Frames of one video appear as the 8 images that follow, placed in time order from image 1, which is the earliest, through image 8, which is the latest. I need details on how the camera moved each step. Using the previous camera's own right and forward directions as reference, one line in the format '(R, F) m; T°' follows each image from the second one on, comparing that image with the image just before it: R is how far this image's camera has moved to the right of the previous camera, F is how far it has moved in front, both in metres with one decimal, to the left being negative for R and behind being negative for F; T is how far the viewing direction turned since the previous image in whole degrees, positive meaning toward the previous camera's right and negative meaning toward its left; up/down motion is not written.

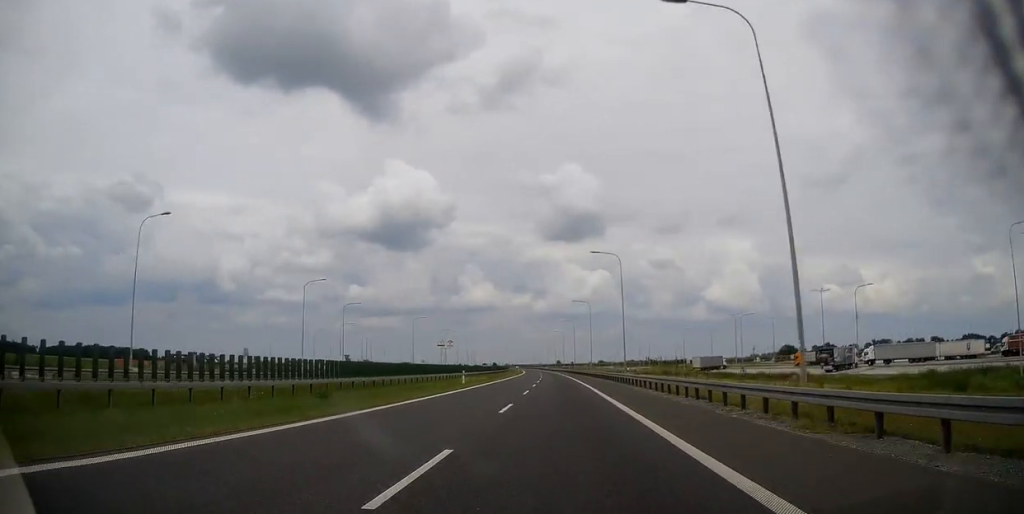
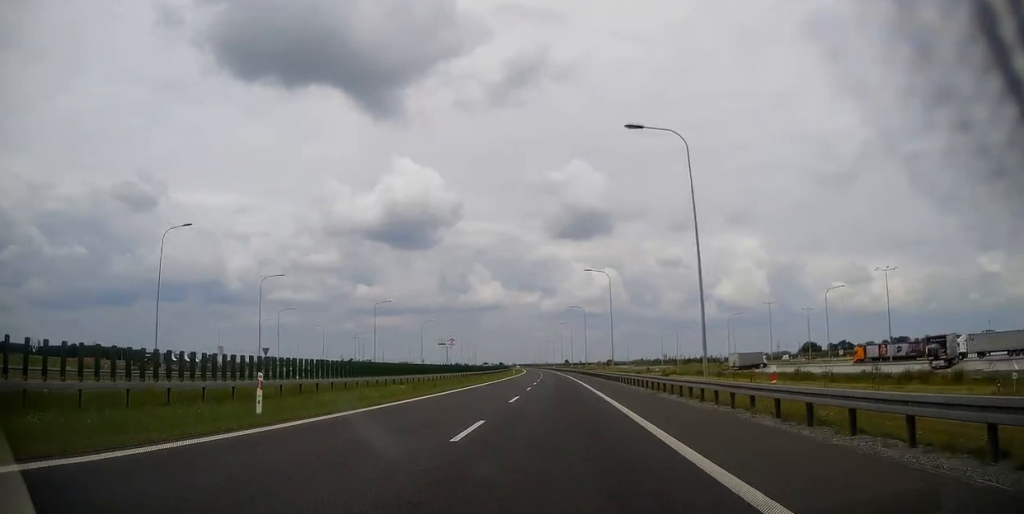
(-0.1, +31.3) m; -1°
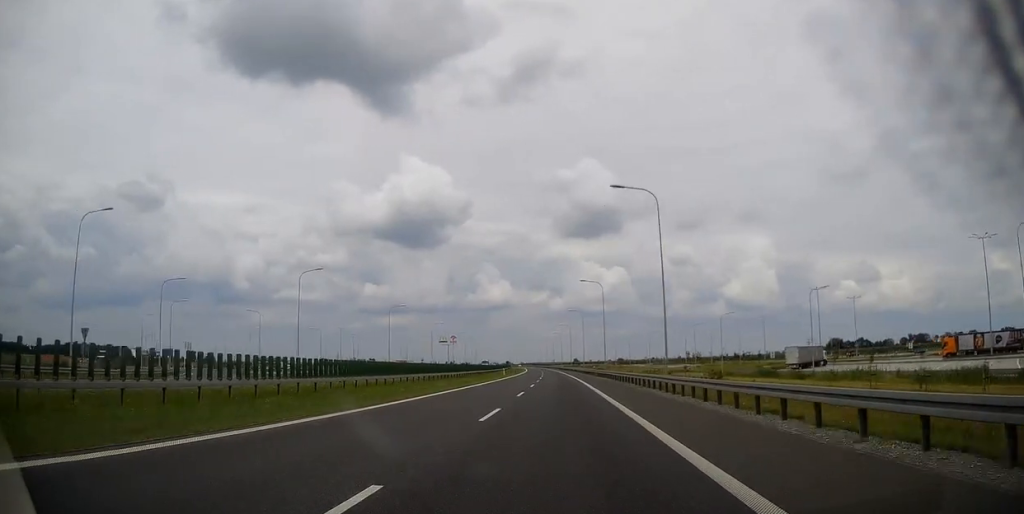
(-0.3, +32.4) m; -1°
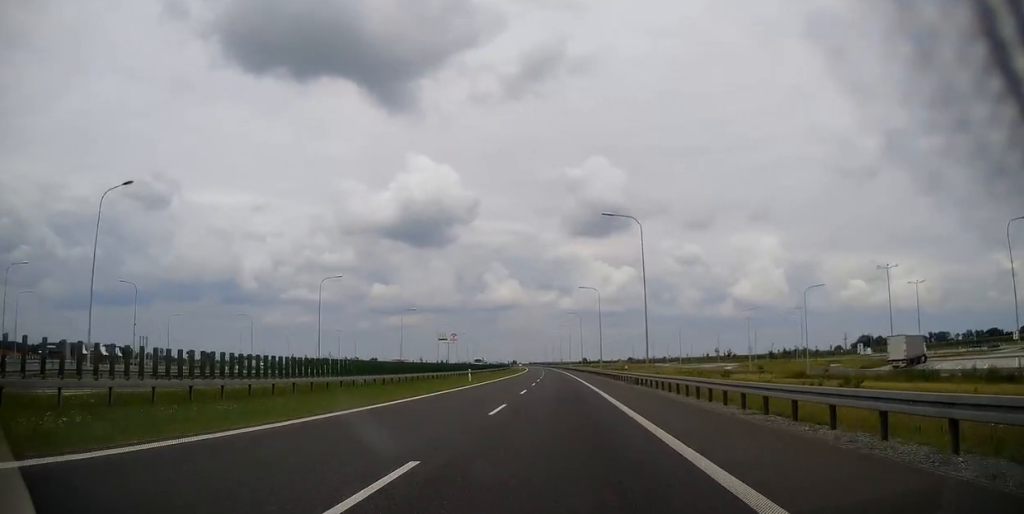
(-0.2, +34.7) m; -1°
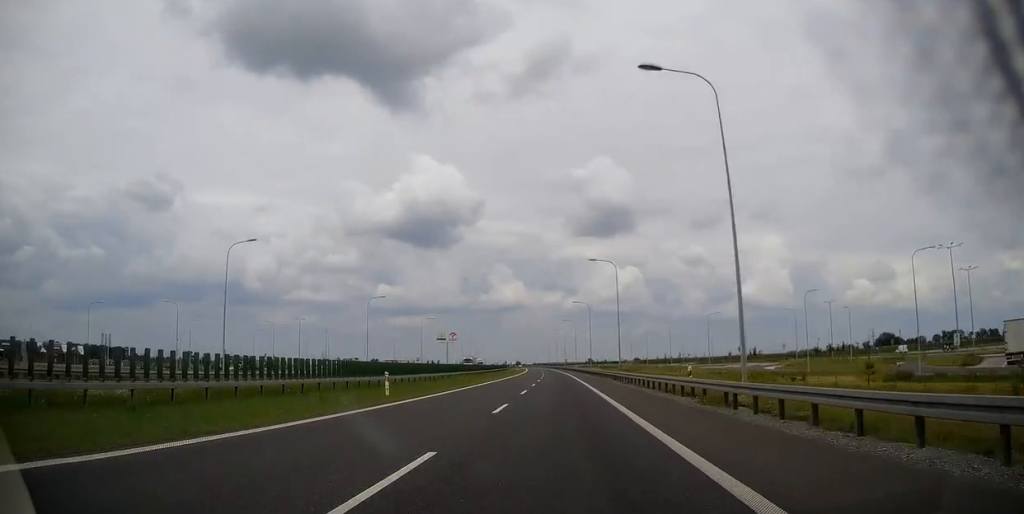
(-0.1, +23.1) m; 0°
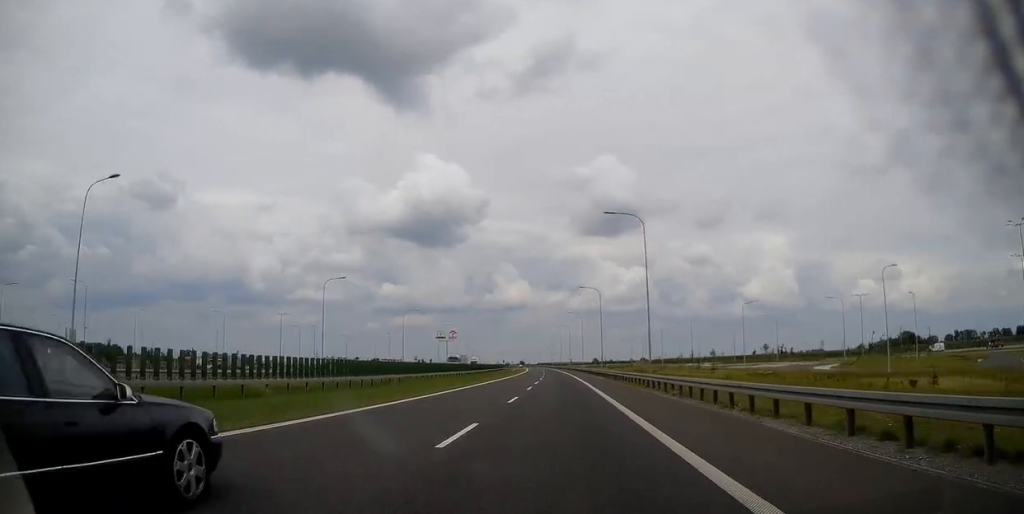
(-0.1, +19.7) m; 0°
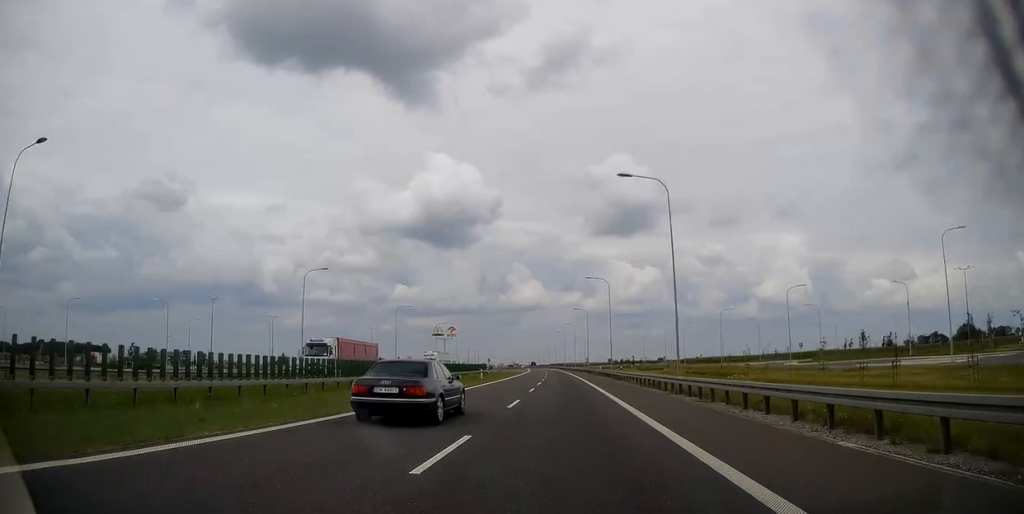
(-0.5, +50.8) m; -1°
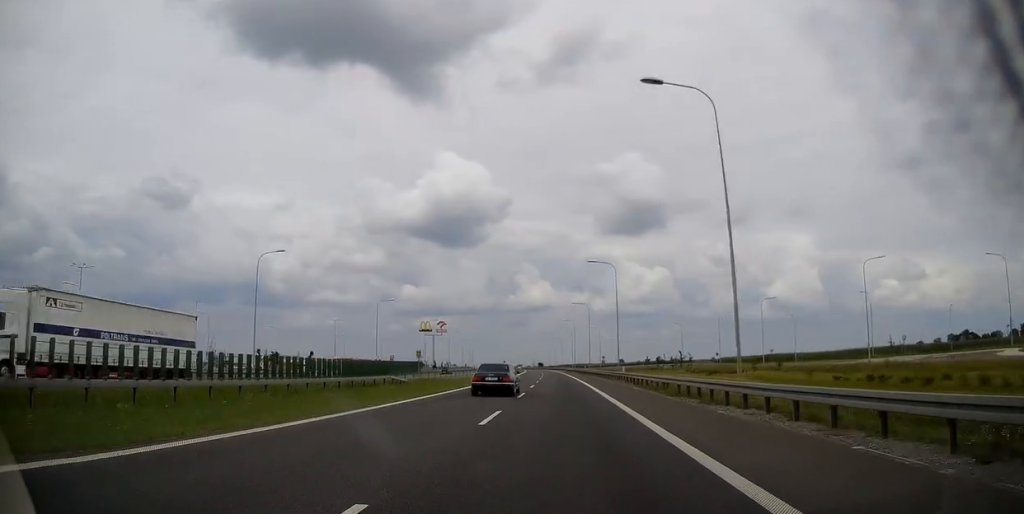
(-0.5, +53.1) m; -1°
